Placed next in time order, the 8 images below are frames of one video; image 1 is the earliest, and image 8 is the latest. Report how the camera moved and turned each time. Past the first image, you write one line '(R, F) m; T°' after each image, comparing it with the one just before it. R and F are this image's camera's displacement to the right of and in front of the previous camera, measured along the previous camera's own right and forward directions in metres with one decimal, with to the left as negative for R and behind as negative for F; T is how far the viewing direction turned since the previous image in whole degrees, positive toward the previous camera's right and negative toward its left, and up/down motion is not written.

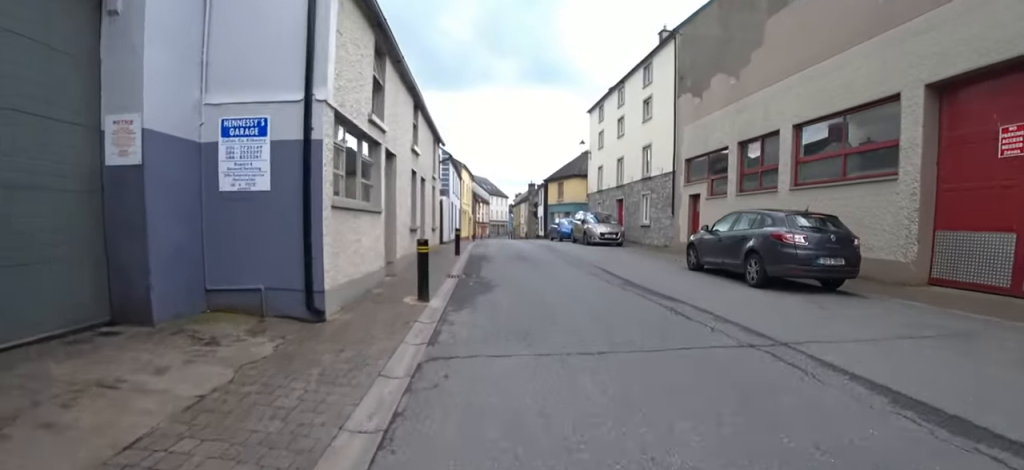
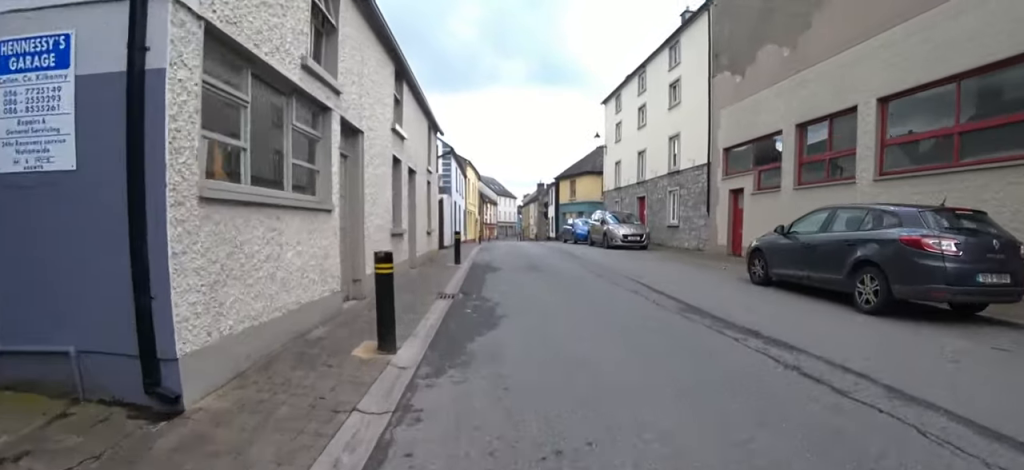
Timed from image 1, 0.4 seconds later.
(+0.3, +2.9) m; +1°
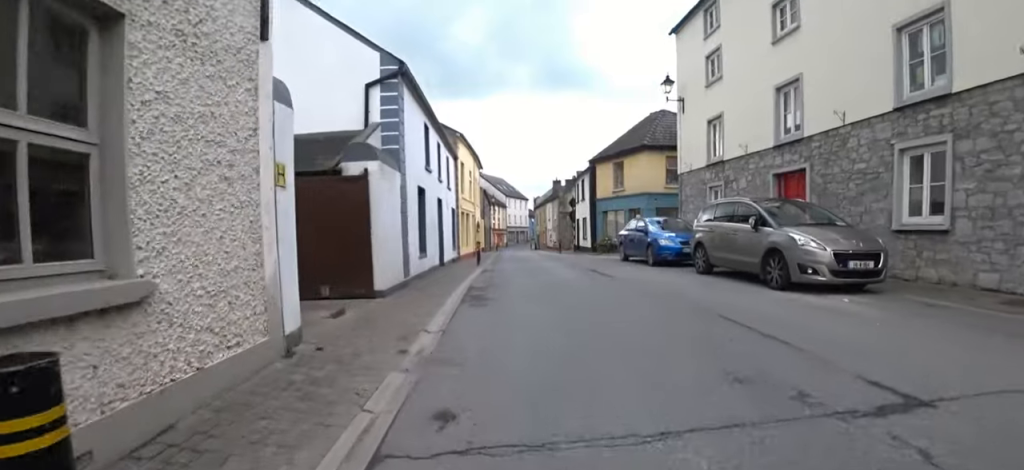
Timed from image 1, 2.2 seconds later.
(-0.9, +12.5) m; -7°
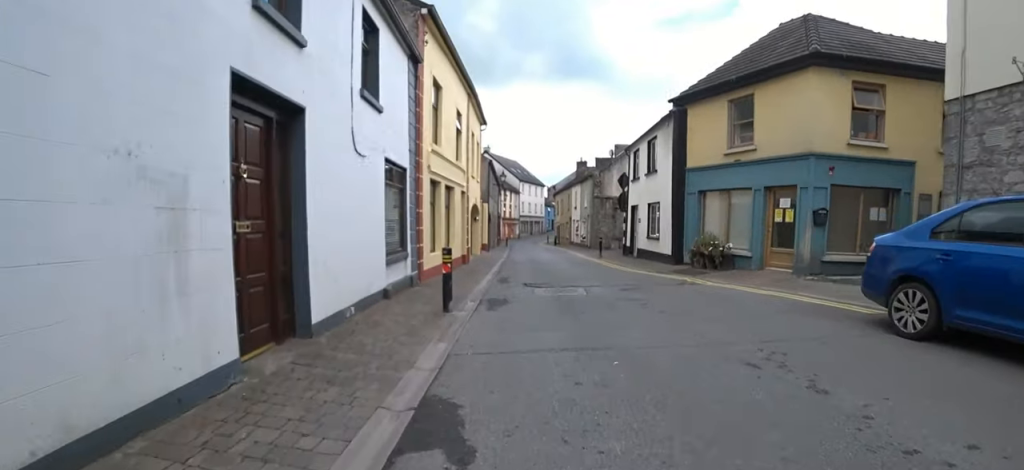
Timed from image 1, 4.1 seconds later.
(-0.1, +11.3) m; -1°
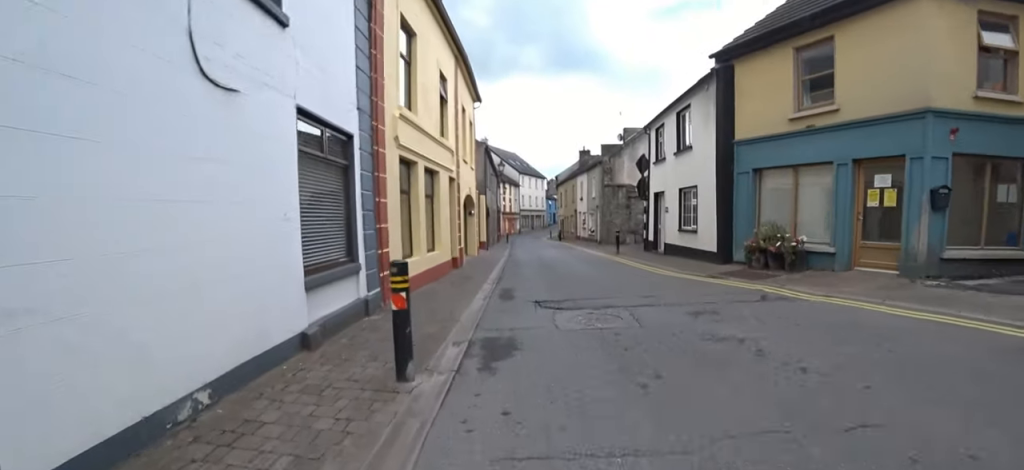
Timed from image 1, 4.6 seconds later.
(0.0, +3.2) m; 0°
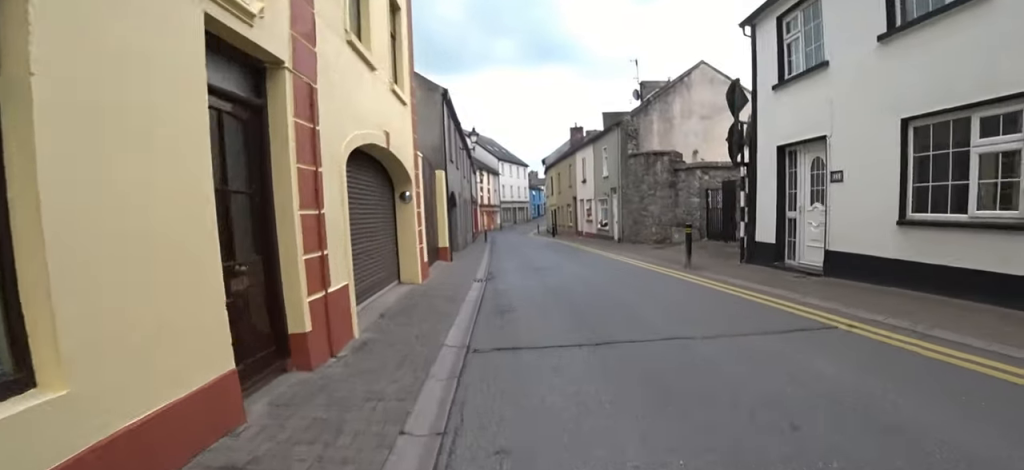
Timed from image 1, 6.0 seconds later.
(0.0, +8.7) m; 0°
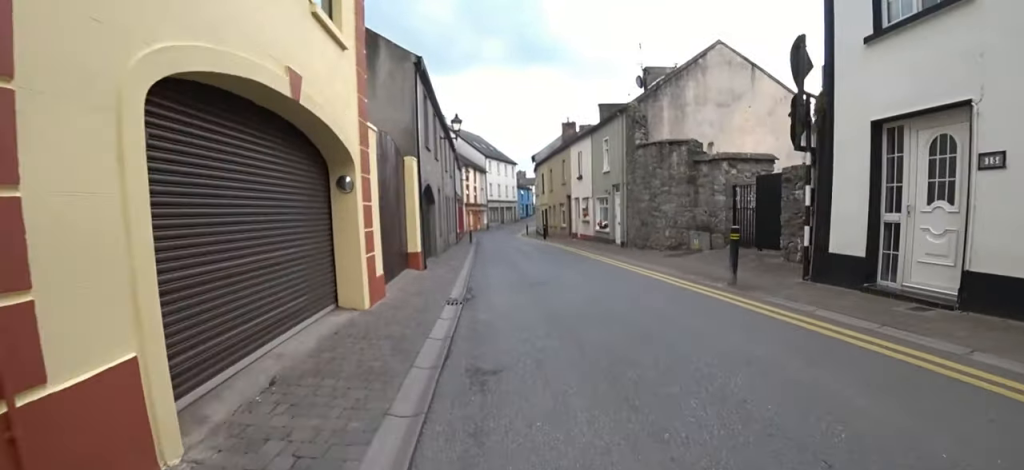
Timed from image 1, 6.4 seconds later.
(0.0, +2.4) m; 0°
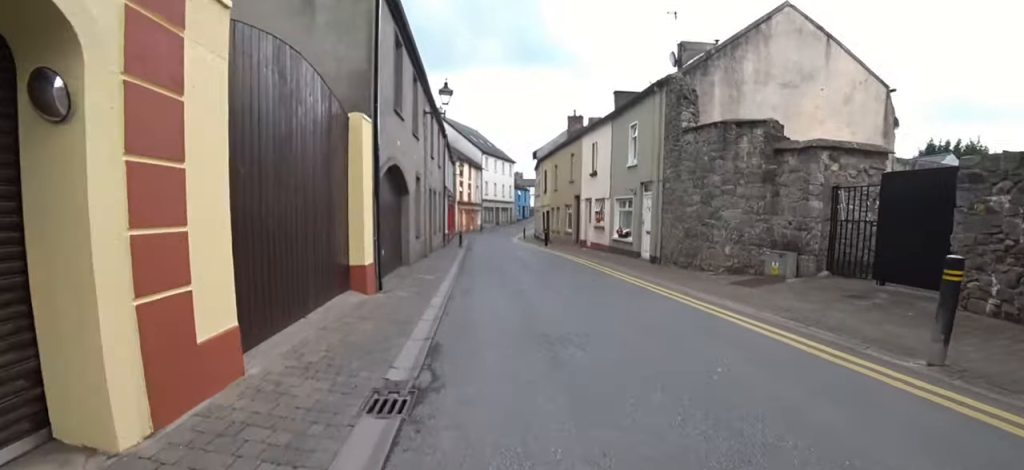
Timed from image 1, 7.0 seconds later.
(0.0, +3.6) m; 0°
